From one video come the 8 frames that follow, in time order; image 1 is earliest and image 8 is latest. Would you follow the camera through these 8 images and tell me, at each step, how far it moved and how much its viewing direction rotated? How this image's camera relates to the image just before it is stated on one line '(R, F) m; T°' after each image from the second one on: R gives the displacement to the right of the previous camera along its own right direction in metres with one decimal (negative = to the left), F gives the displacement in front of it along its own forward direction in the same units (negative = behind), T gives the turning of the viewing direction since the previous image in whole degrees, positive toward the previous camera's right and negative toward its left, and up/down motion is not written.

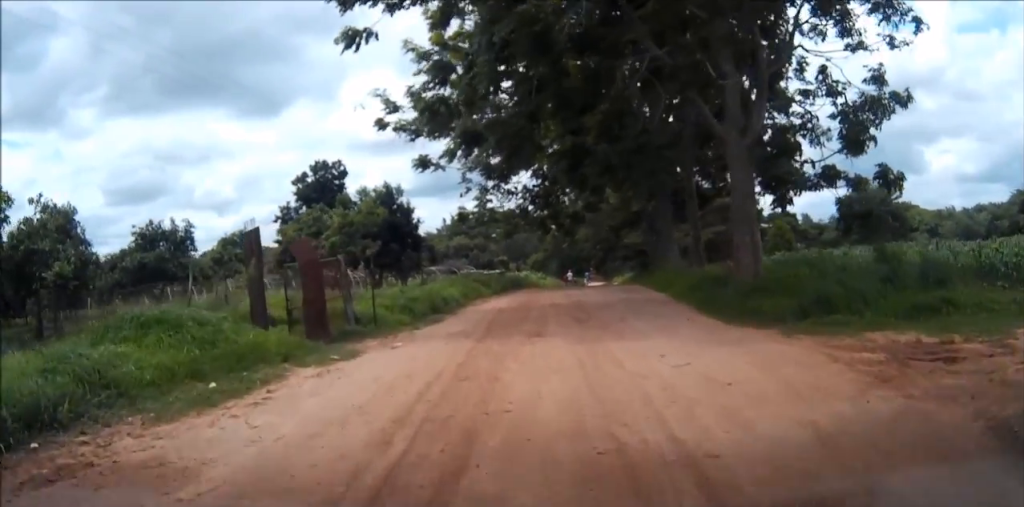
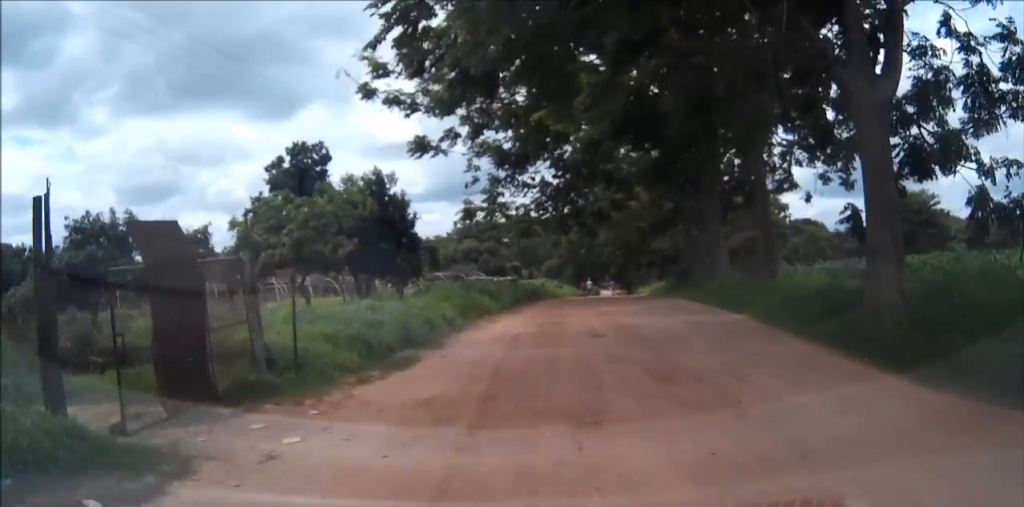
(-0.3, +7.8) m; -2°
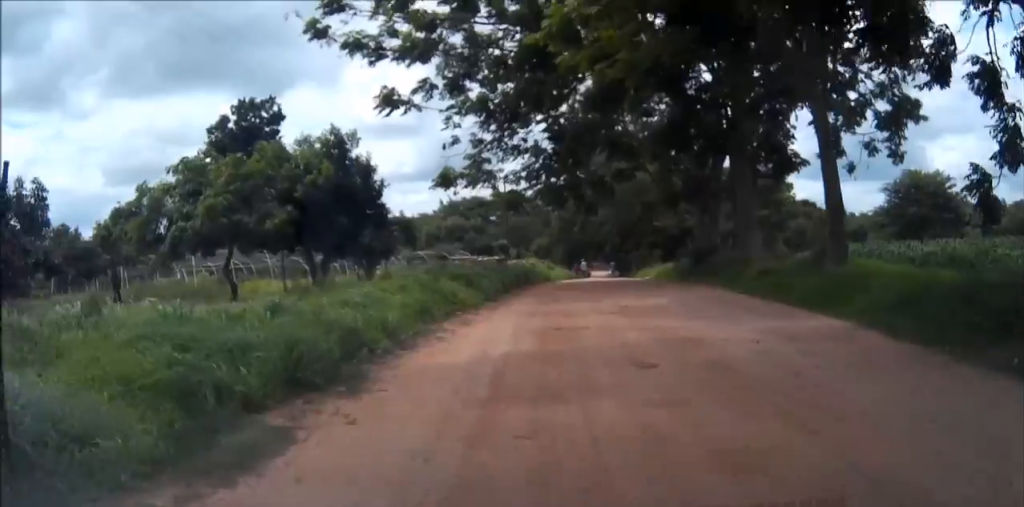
(0.0, +6.6) m; +1°
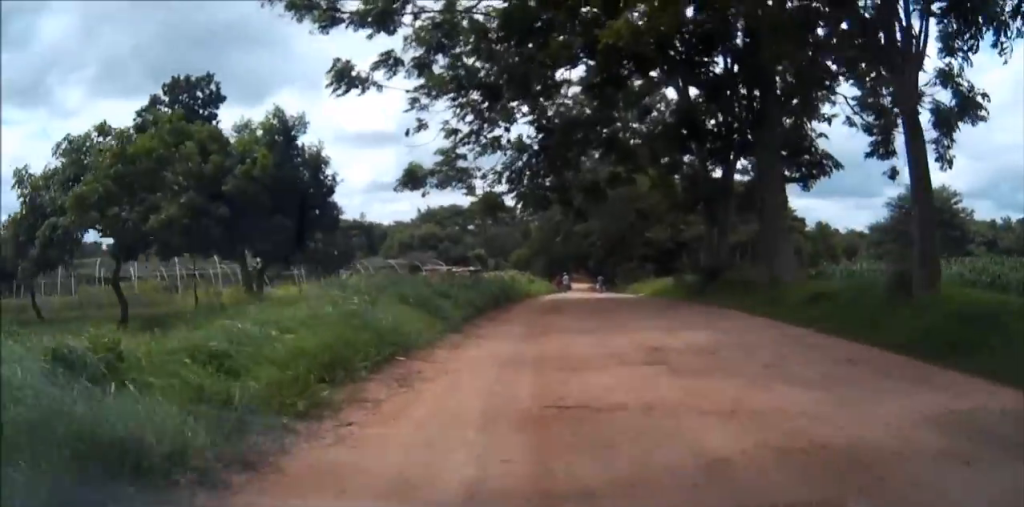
(+0.1, +5.7) m; +2°
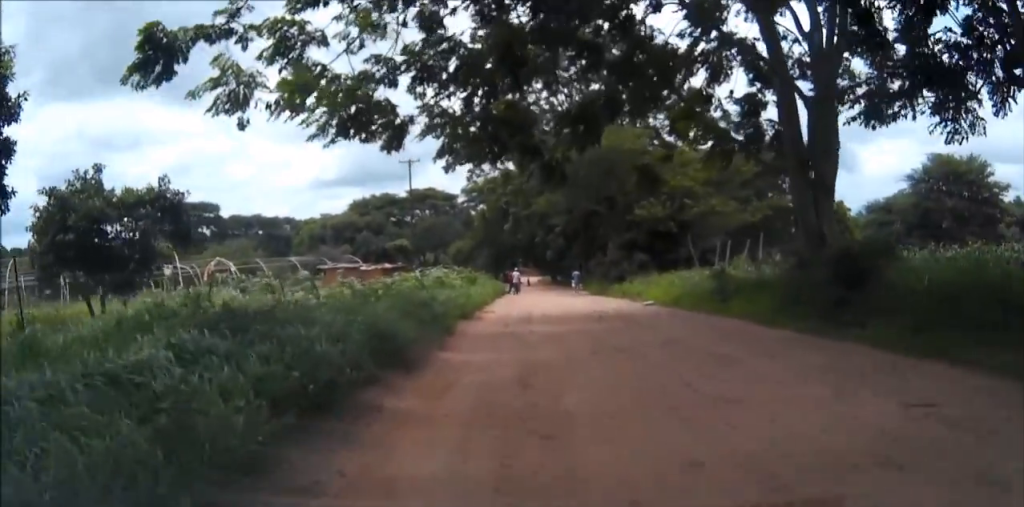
(+0.7, +17.3) m; +5°
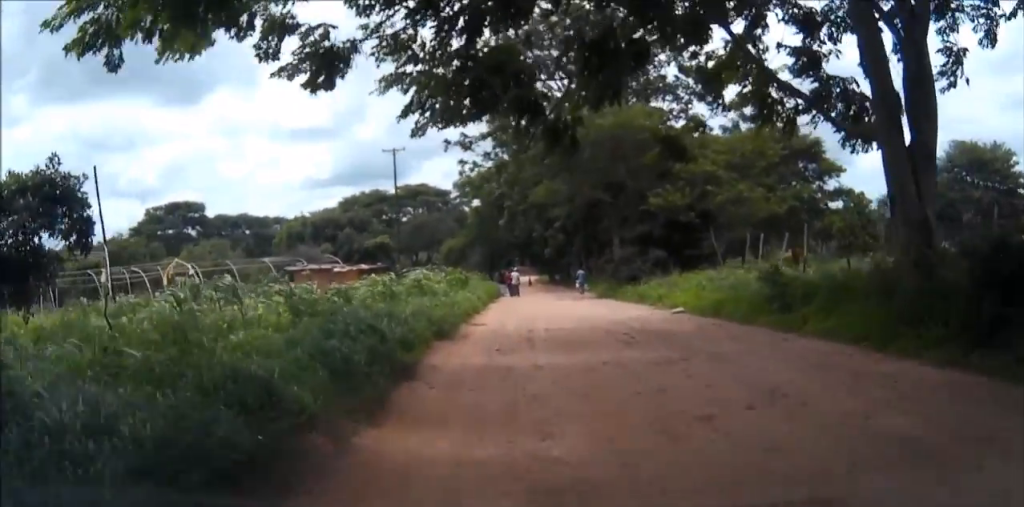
(+0.1, +5.2) m; +2°
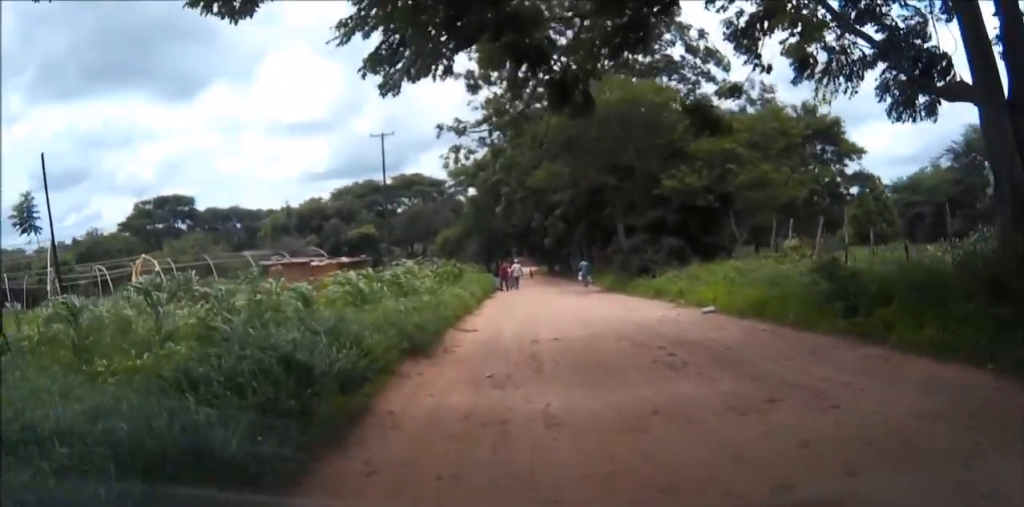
(0.0, +3.5) m; +1°
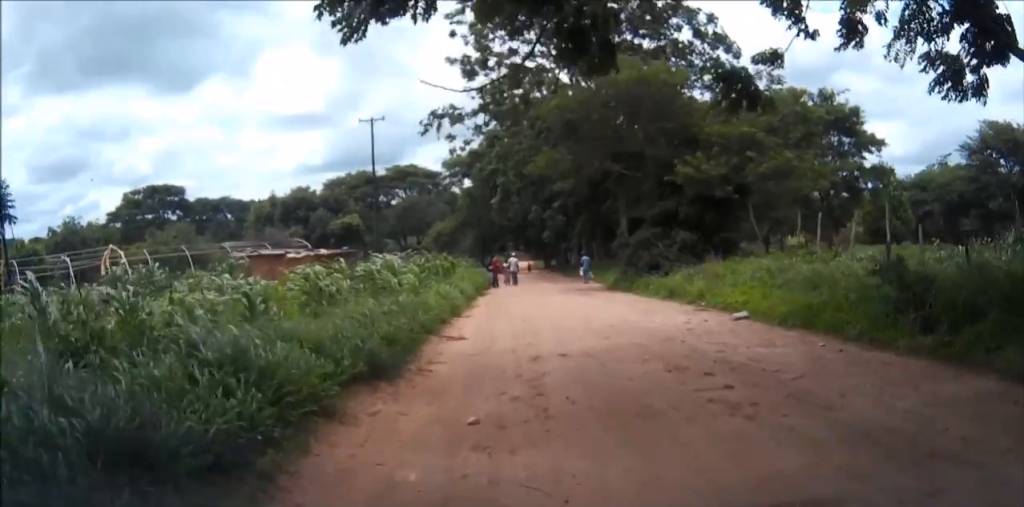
(0.0, +2.7) m; 0°
